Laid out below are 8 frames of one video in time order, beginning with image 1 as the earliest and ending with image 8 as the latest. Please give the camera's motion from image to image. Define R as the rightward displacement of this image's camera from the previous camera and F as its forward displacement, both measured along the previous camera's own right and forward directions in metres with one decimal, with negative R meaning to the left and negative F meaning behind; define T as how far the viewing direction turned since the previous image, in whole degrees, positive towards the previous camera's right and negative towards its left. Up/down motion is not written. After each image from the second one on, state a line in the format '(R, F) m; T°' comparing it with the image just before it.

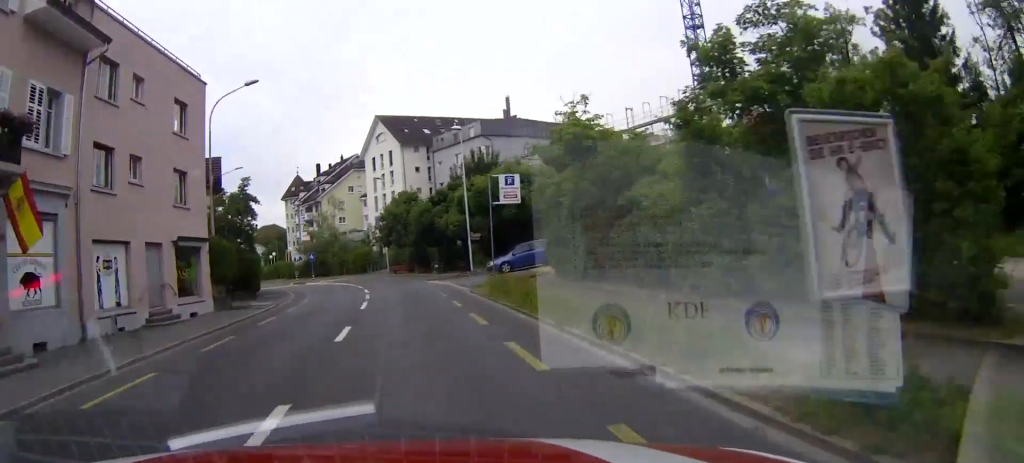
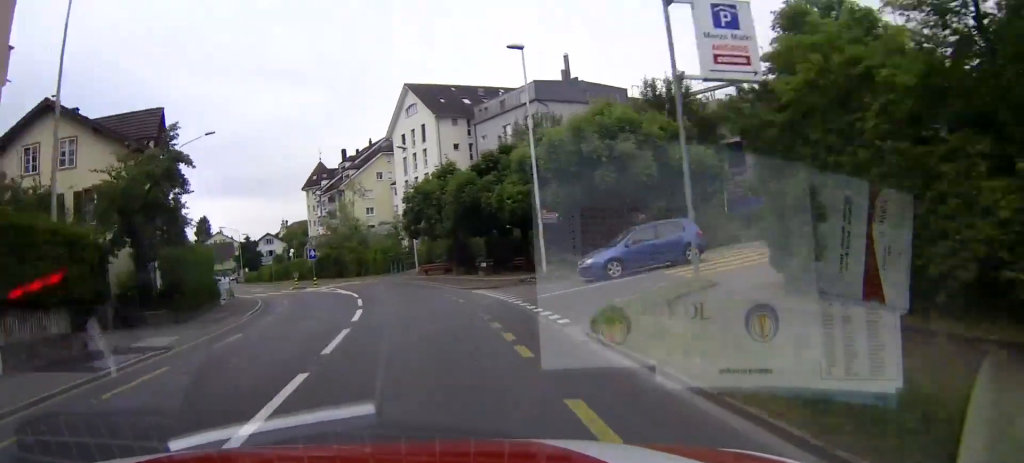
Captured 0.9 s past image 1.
(-0.8, +15.9) m; -3°
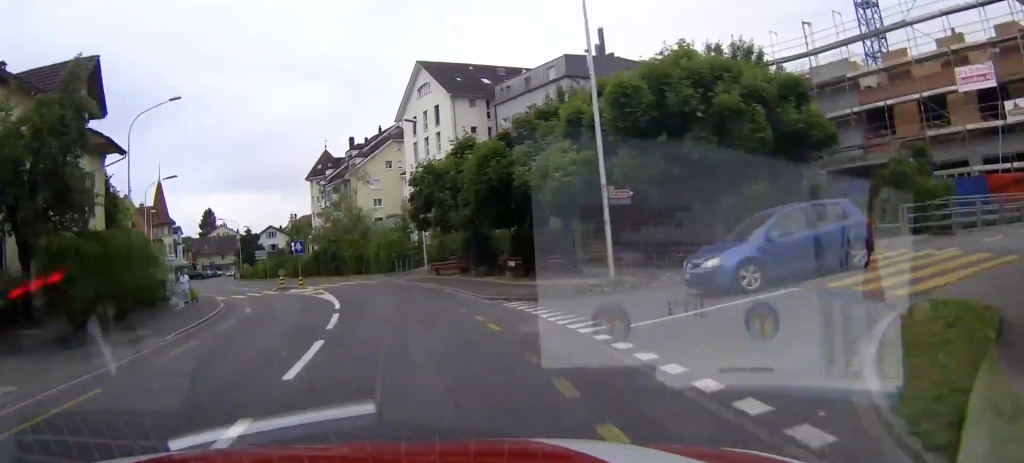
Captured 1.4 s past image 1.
(0.0, +8.6) m; 0°
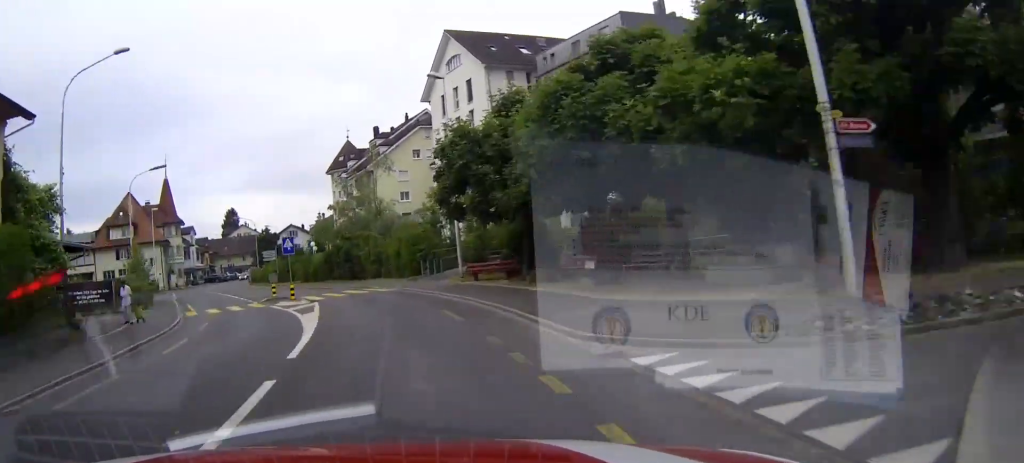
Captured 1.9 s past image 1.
(0.0, +10.2) m; -2°
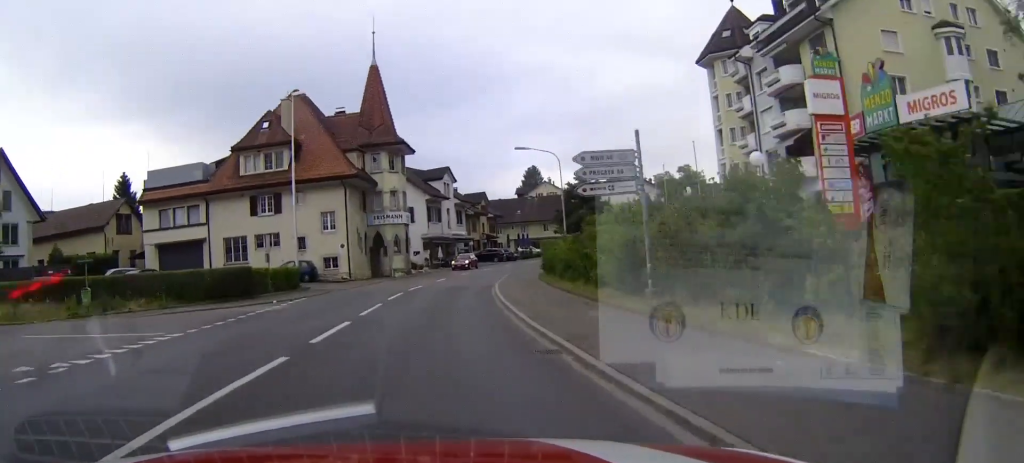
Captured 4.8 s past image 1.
(-10.9, +51.8) m; -21°
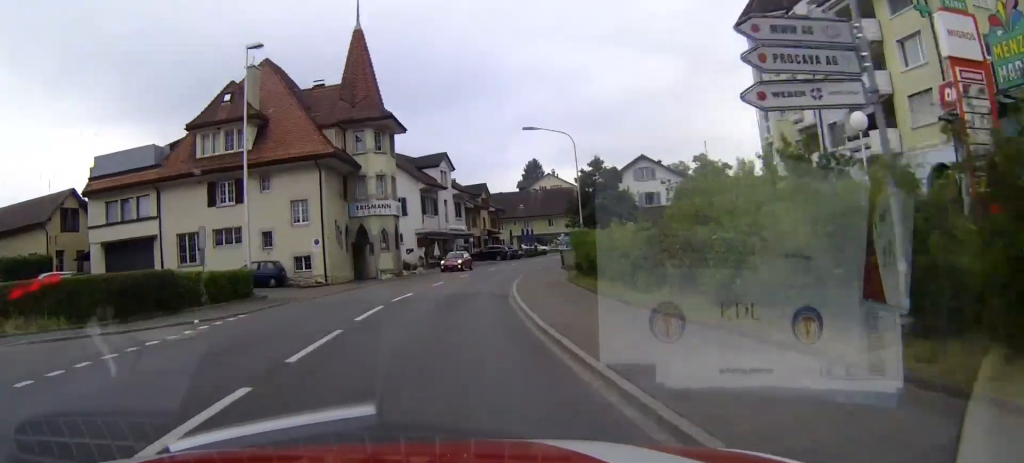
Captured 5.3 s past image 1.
(0.0, +8.5) m; 0°
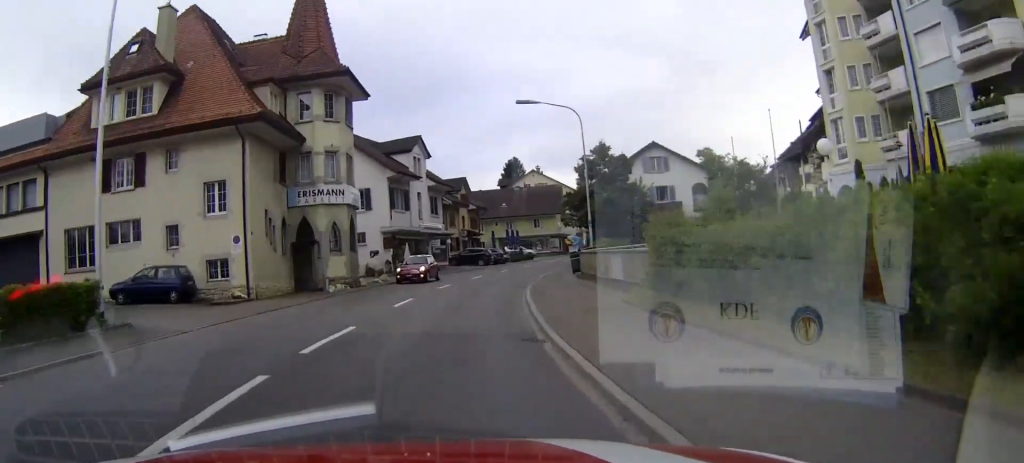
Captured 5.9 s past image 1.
(0.0, +11.0) m; 0°
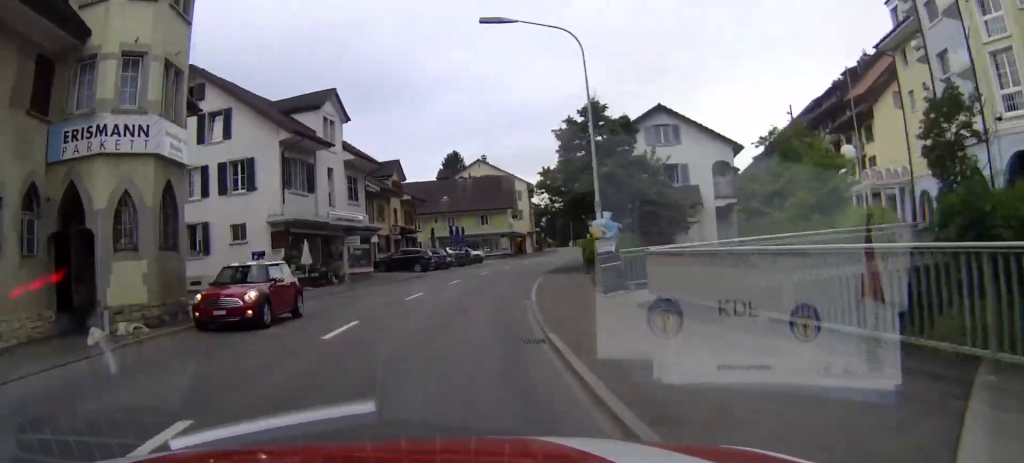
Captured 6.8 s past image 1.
(0.0, +16.8) m; +1°
